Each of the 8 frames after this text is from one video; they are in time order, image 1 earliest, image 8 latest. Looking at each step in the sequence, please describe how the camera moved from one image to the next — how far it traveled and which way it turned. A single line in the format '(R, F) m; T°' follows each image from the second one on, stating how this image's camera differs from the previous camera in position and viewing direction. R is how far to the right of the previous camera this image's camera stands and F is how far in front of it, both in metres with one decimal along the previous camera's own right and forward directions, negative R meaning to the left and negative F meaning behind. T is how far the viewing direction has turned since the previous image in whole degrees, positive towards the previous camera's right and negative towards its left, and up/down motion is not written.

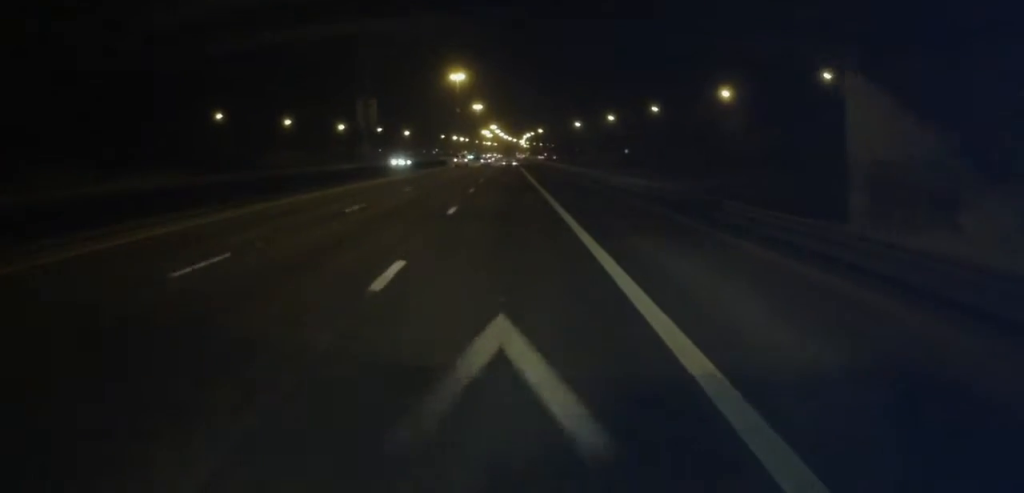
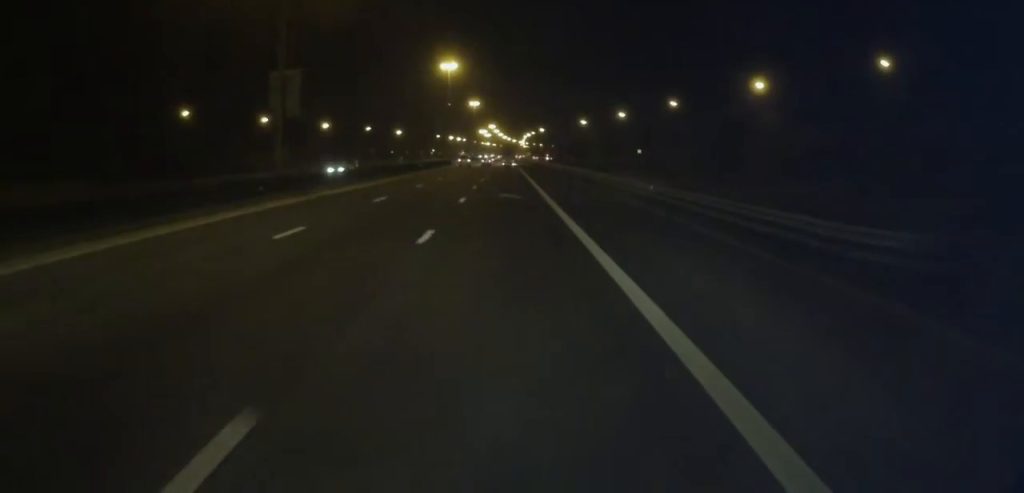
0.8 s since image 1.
(-0.2, +19.6) m; 0°
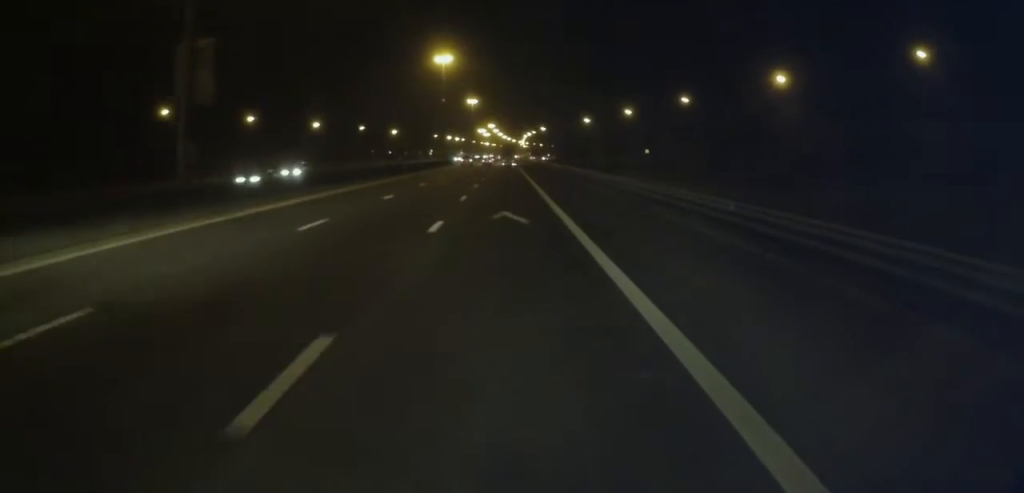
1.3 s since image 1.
(-0.2, +10.2) m; 0°
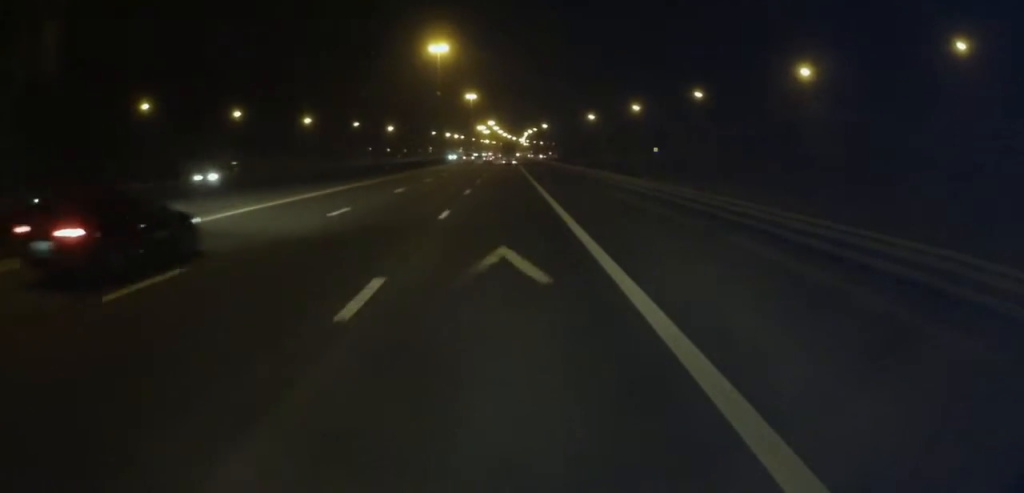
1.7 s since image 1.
(+0.1, +9.4) m; 0°
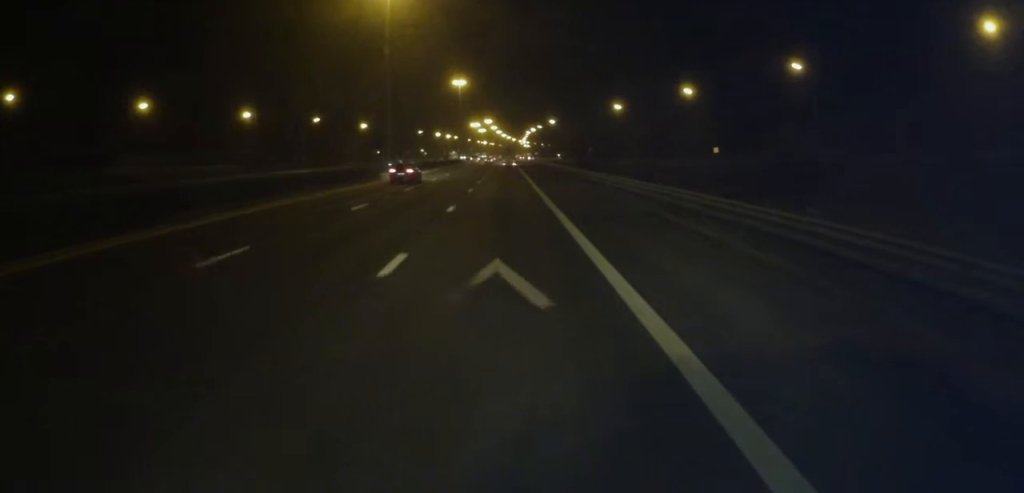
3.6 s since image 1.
(+0.2, +46.2) m; 0°
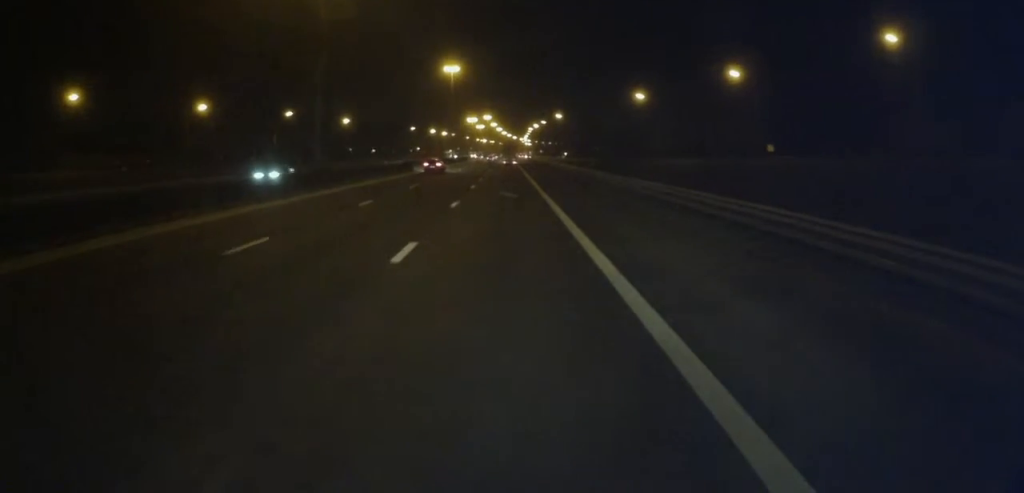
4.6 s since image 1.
(-0.1, +23.4) m; 0°
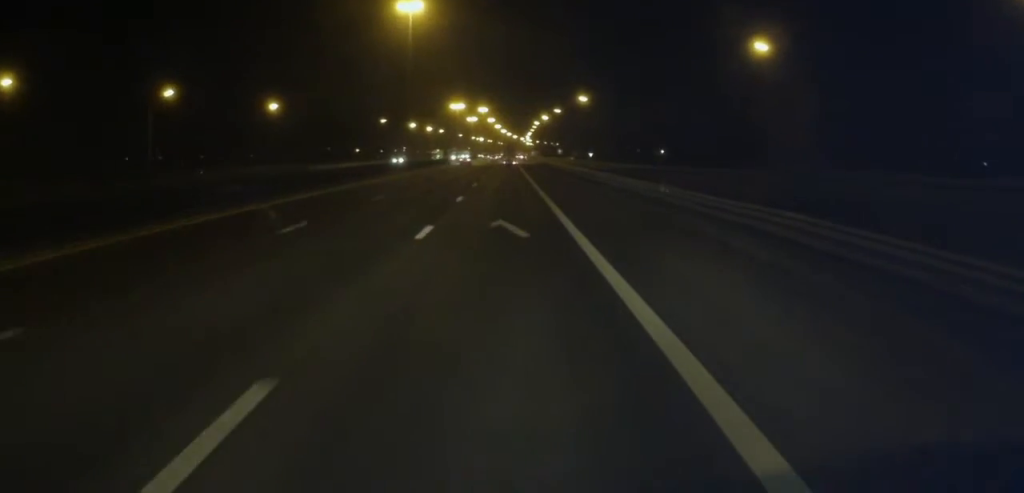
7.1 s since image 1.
(+0.7, +58.3) m; 0°
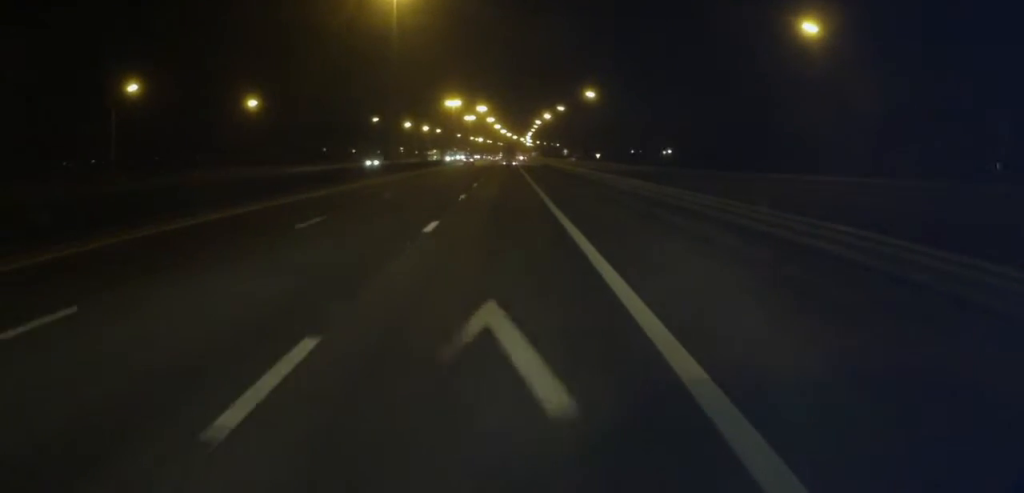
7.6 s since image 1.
(-0.1, +10.9) m; 0°
